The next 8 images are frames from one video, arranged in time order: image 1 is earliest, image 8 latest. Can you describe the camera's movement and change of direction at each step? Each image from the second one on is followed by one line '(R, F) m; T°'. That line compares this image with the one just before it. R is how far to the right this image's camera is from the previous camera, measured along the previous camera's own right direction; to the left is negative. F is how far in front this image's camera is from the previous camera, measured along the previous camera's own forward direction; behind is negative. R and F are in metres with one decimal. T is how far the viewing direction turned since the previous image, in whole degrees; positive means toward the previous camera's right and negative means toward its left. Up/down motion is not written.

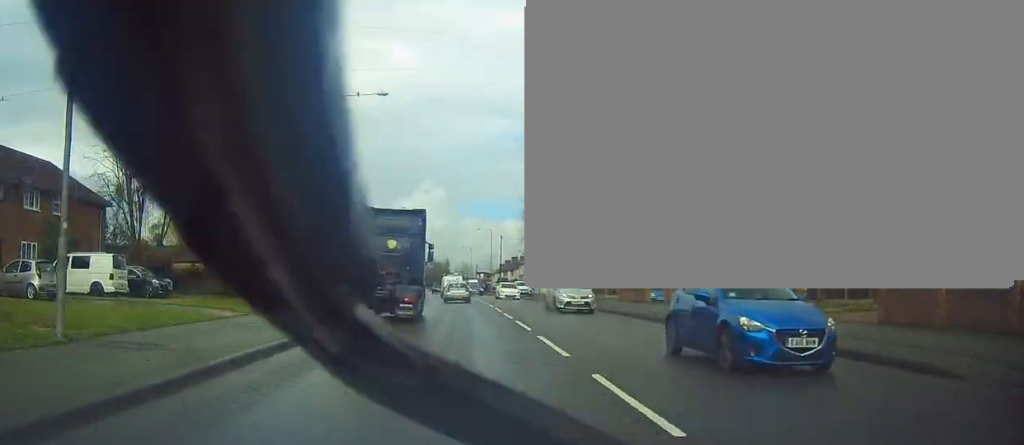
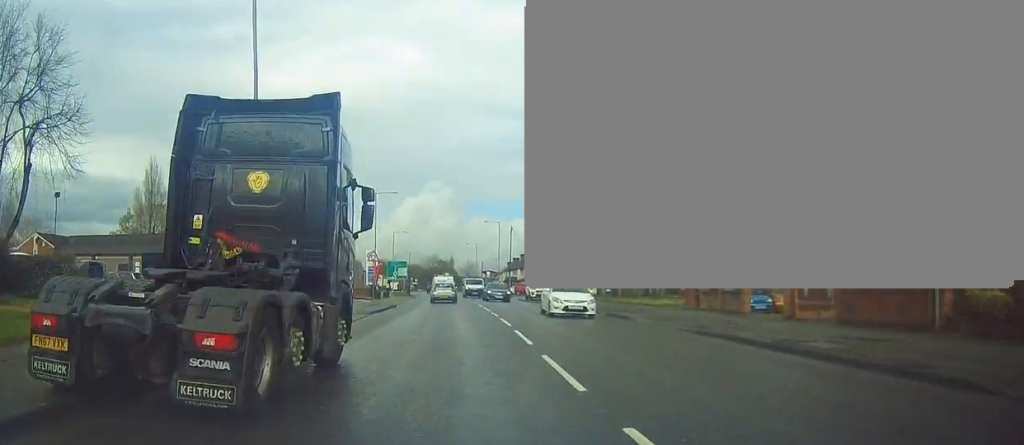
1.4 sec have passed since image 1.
(-0.2, +15.5) m; -2°
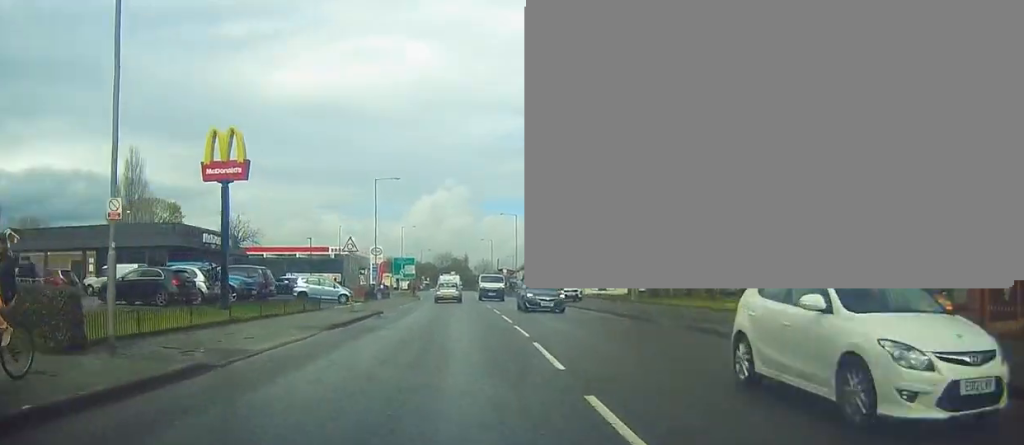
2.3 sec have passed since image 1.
(0.0, +10.1) m; -1°
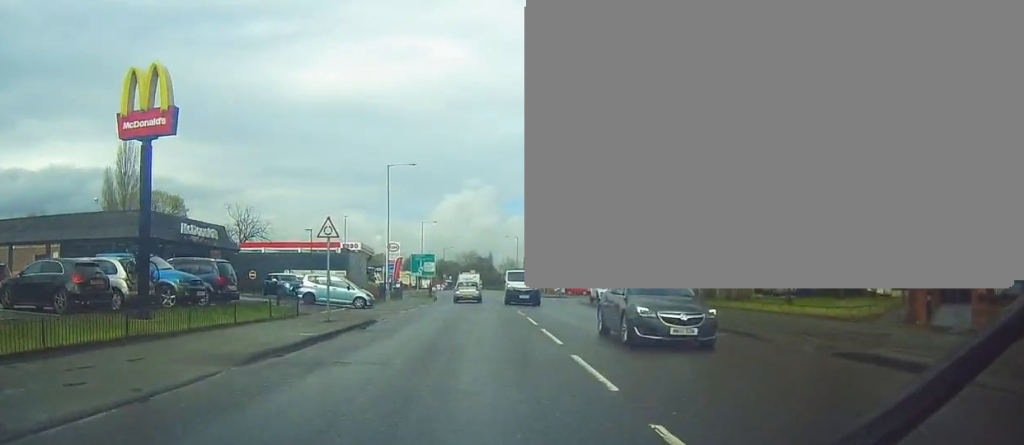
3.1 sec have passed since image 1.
(+0.1, +7.7) m; -1°
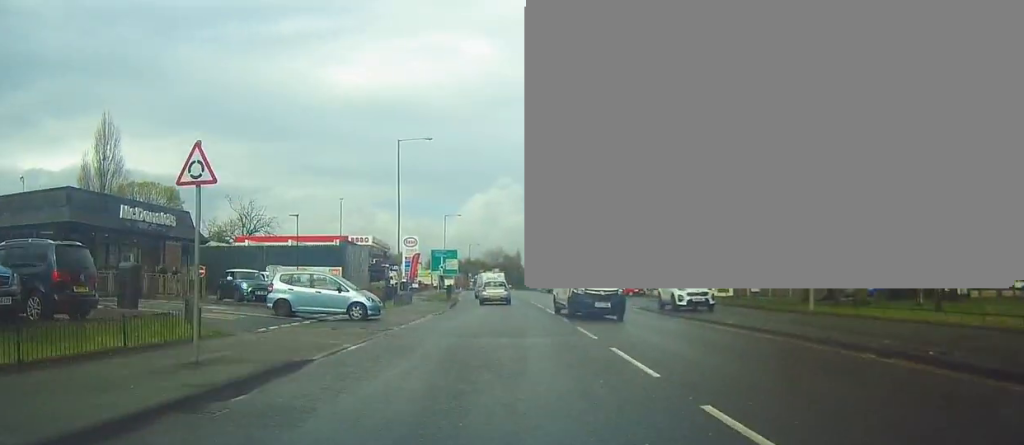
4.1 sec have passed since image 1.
(-0.4, +10.9) m; -2°
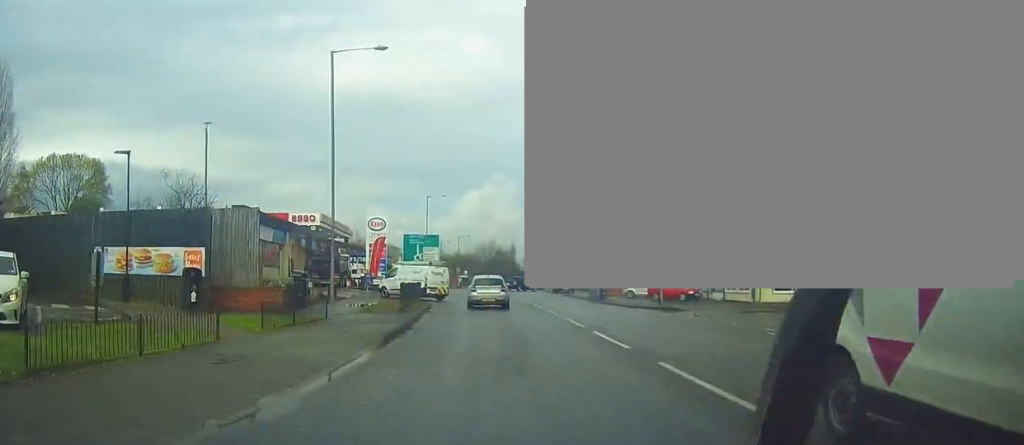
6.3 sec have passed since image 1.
(-0.2, +20.2) m; -1°
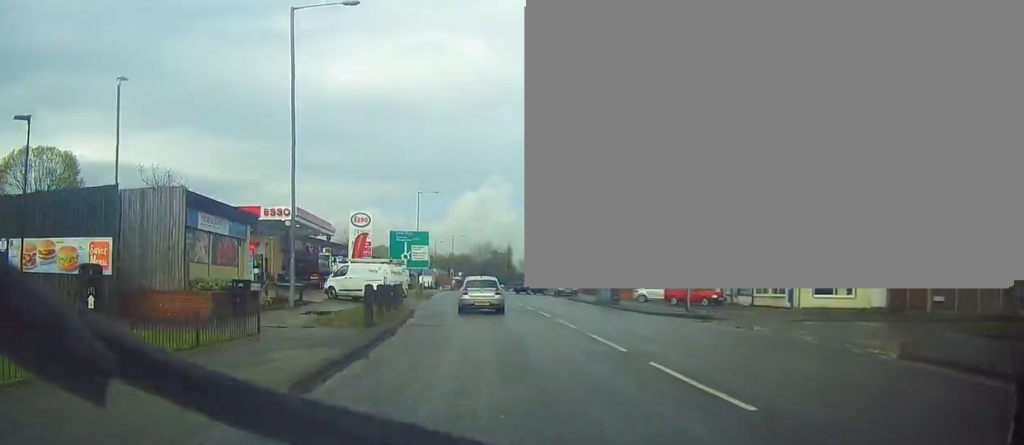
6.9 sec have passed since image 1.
(+0.1, +6.0) m; 0°
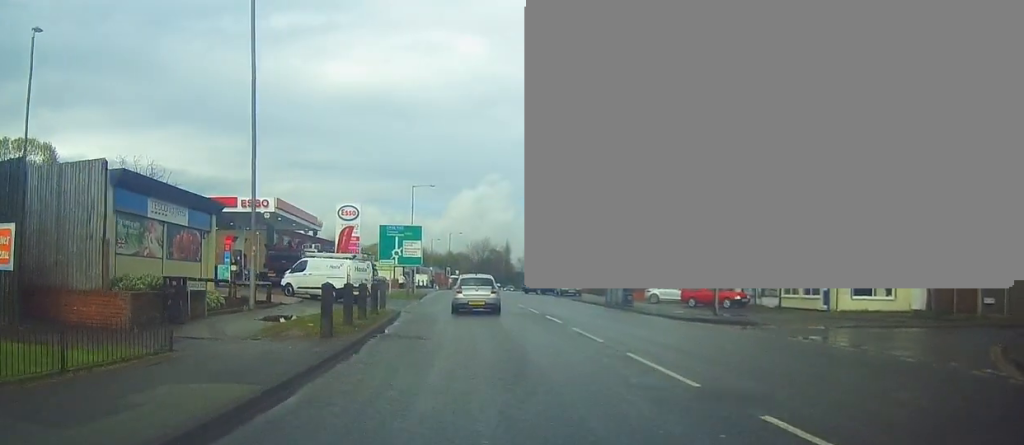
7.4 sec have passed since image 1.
(-0.1, +4.3) m; 0°
